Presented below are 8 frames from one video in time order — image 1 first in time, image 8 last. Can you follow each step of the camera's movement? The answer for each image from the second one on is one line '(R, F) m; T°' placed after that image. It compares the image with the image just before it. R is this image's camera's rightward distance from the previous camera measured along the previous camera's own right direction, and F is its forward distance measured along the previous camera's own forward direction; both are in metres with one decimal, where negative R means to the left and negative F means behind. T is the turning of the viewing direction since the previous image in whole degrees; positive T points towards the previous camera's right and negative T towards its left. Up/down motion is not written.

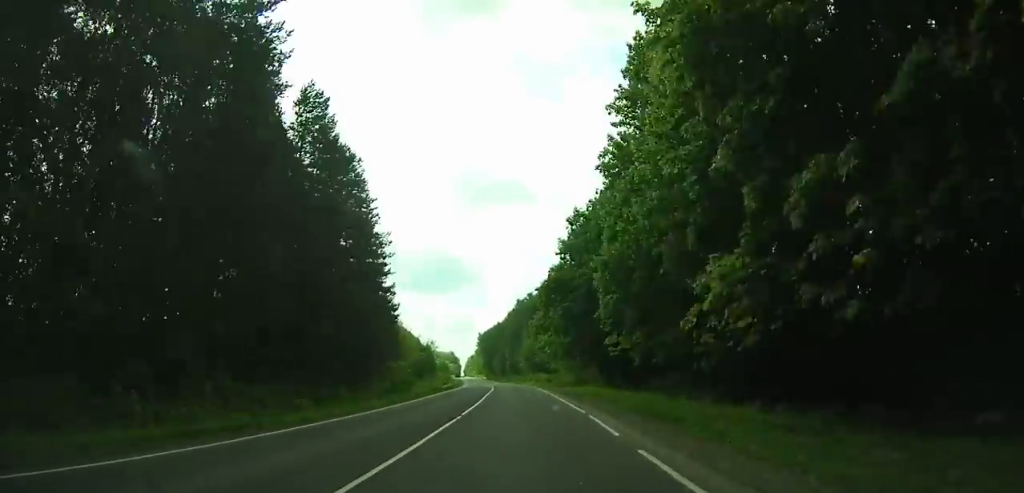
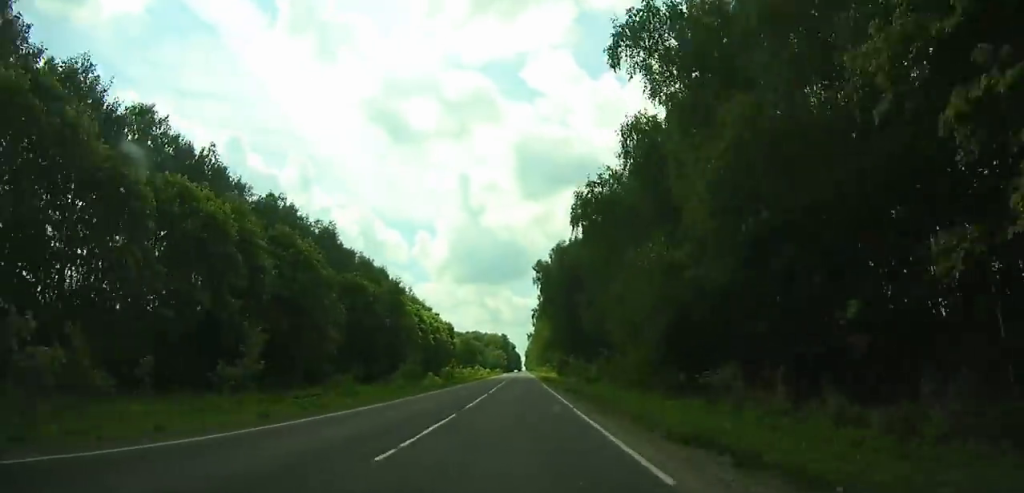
(-11.9, +180.6) m; -6°
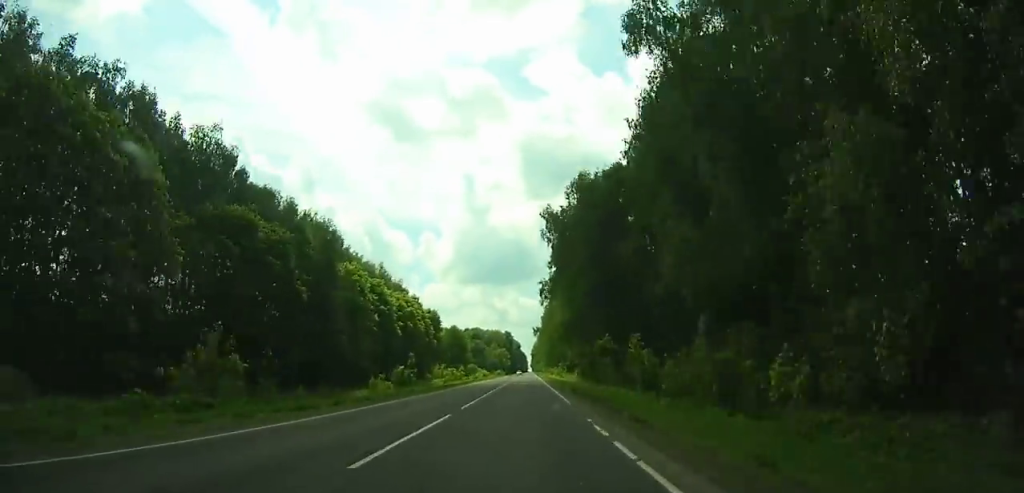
(-0.1, +37.5) m; 0°
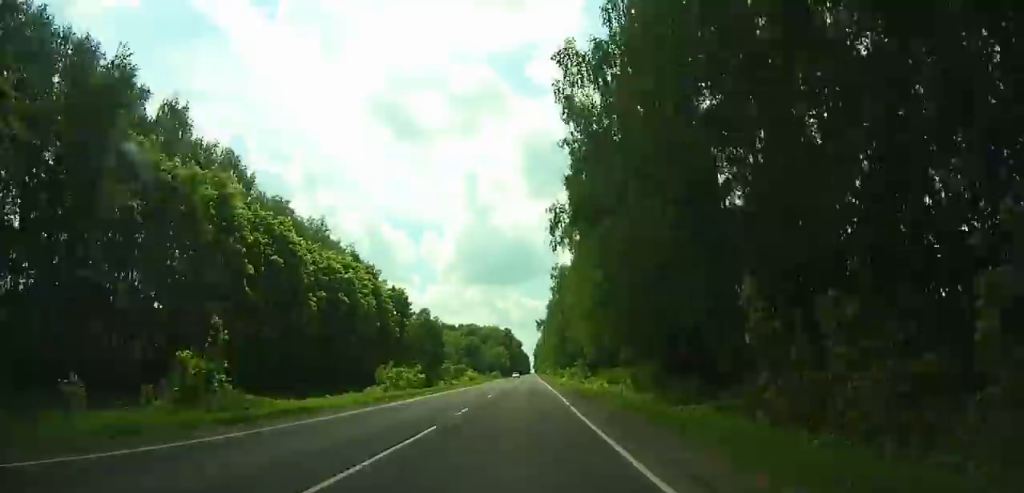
(-0.1, +37.4) m; 0°
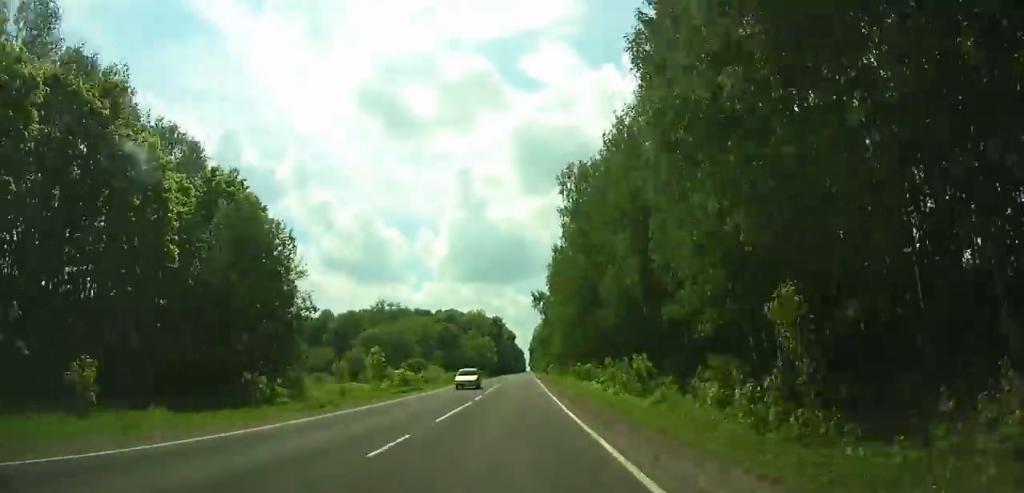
(+0.1, +55.6) m; 0°
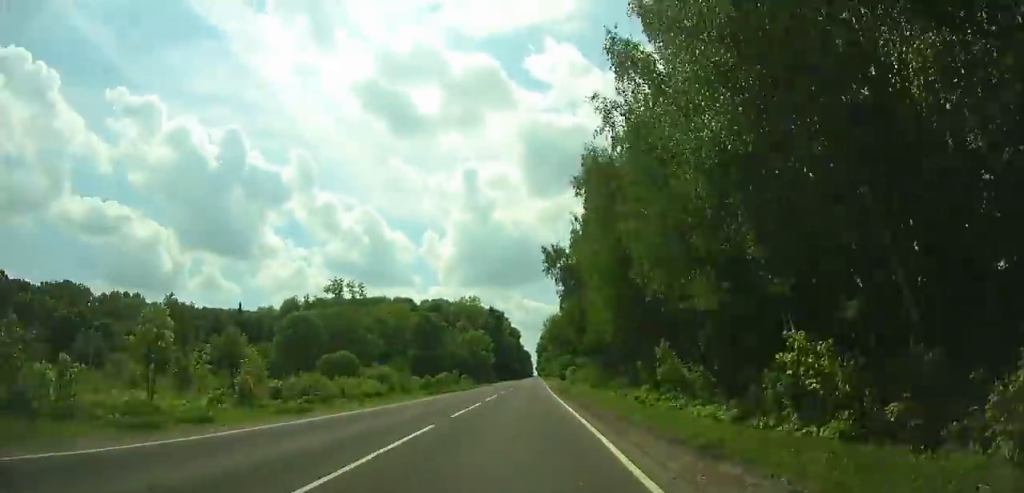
(0.0, +45.8) m; 0°
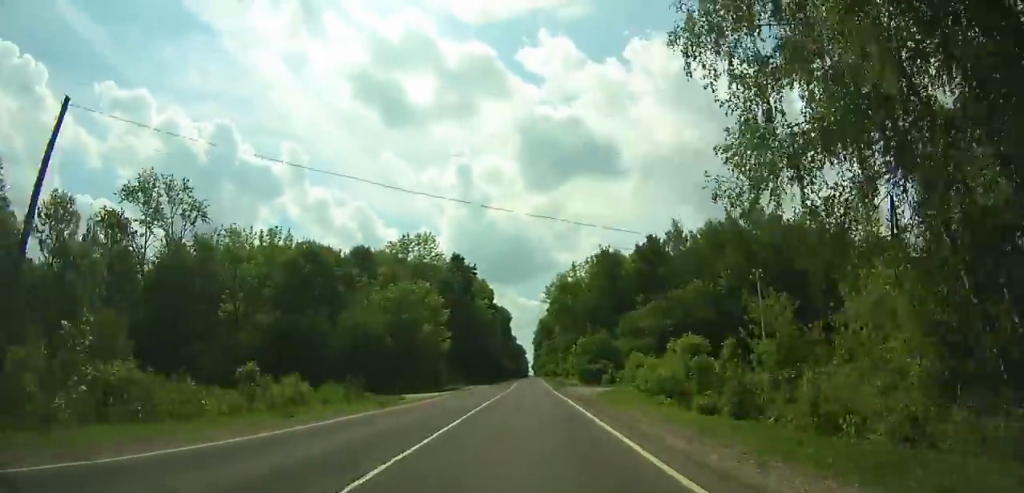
(-0.2, +68.9) m; 0°
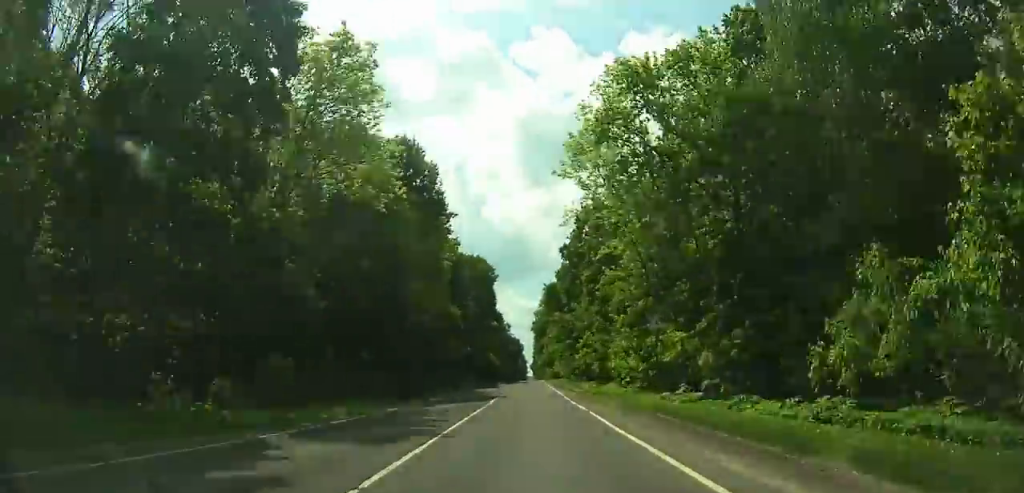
(+0.1, +71.4) m; +1°
